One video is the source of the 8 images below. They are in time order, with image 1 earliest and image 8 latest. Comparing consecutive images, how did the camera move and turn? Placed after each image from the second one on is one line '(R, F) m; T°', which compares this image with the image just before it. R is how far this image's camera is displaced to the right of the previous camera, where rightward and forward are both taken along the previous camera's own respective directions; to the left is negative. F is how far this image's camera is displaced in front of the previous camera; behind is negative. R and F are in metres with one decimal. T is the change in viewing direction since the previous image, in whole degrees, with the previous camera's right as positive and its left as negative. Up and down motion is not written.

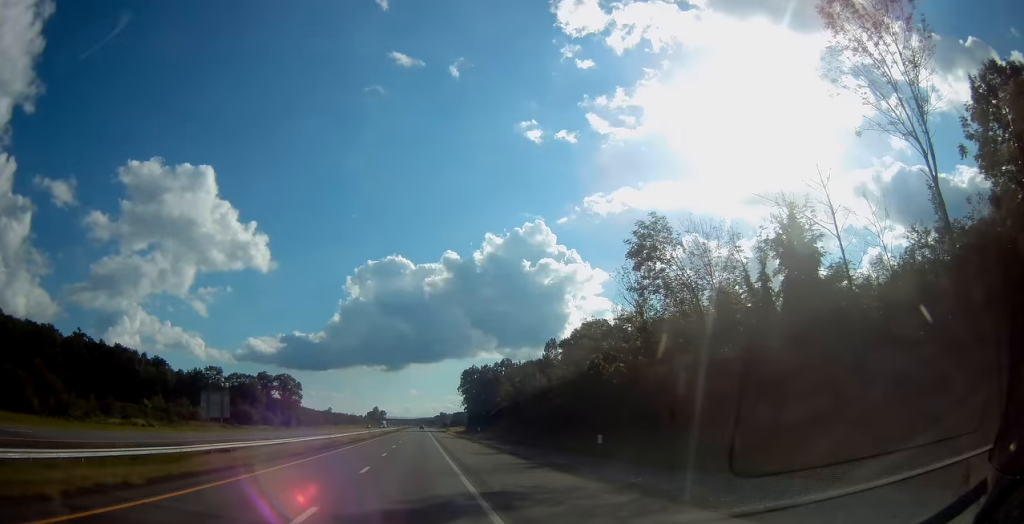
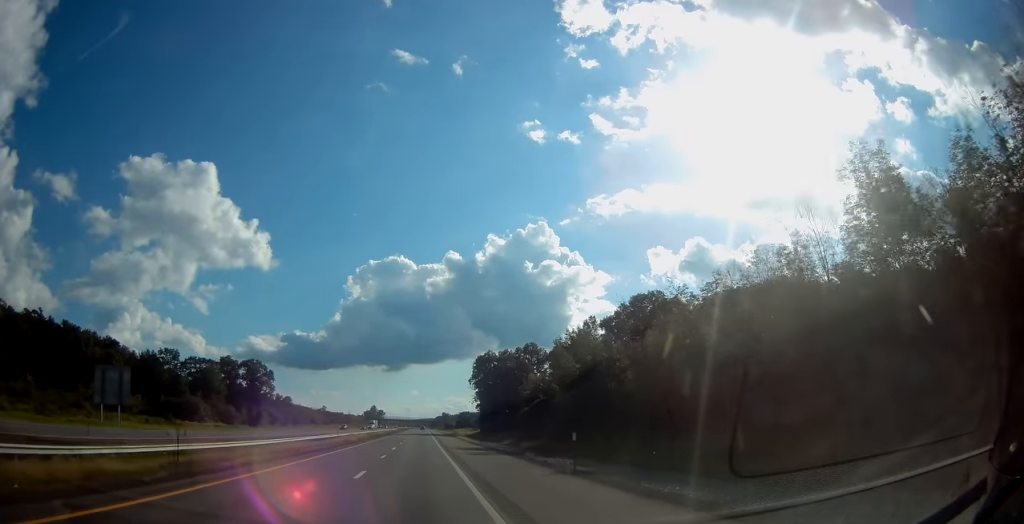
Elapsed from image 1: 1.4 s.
(+0.1, +39.3) m; -1°
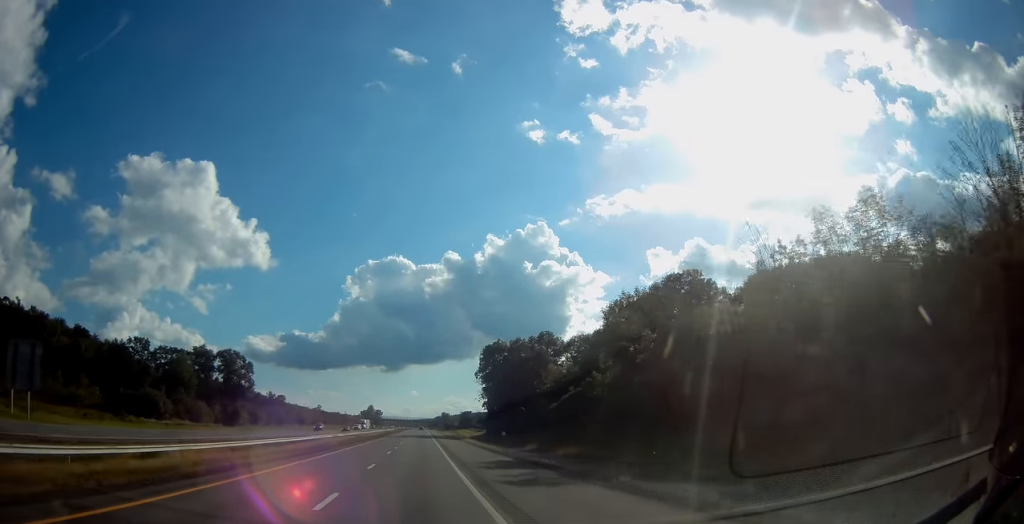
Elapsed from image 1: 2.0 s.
(-0.1, +19.2) m; 0°
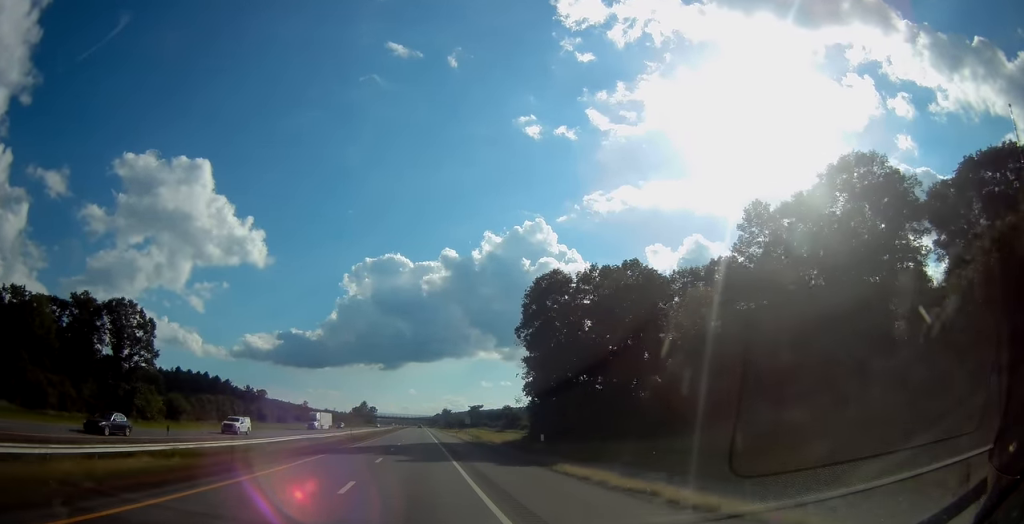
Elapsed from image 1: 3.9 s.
(+0.5, +54.7) m; +1°
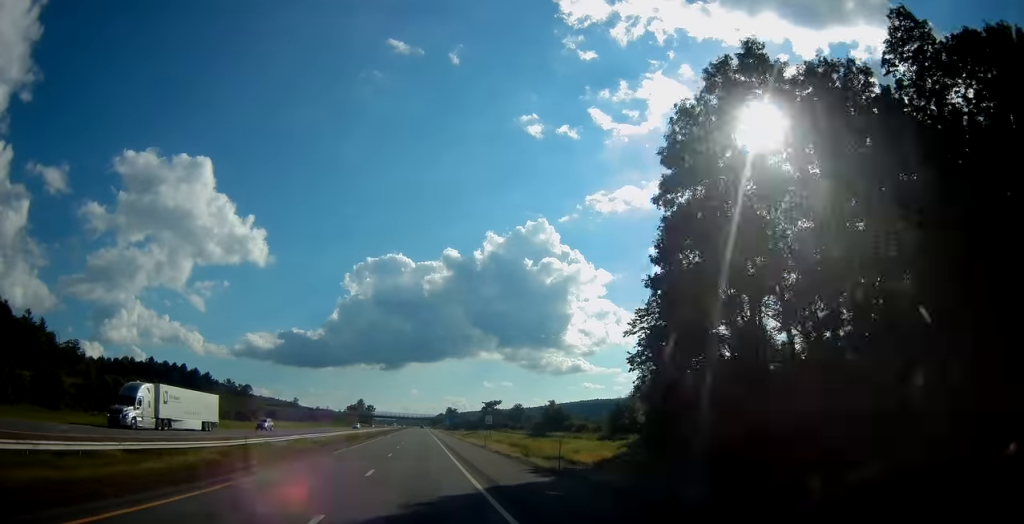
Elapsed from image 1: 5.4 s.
(-0.3, +43.4) m; -1°
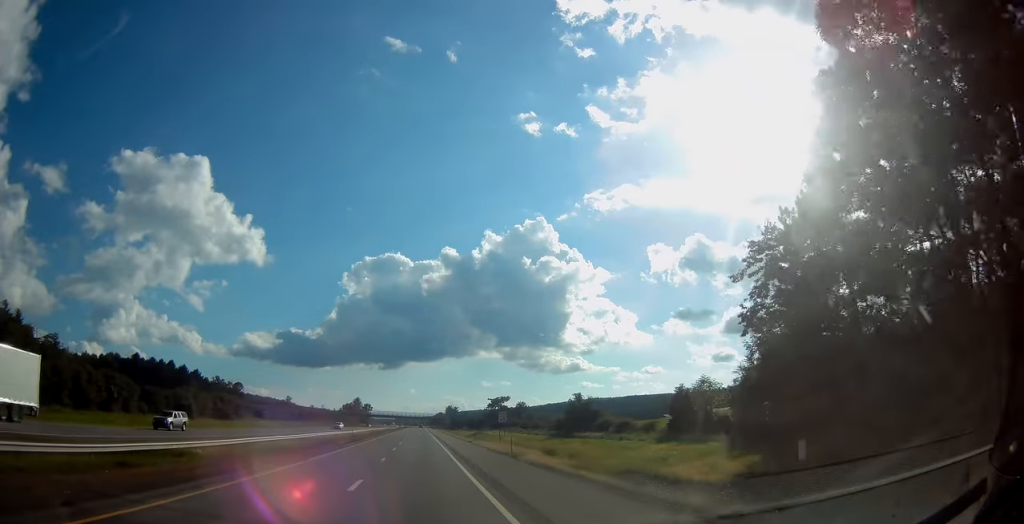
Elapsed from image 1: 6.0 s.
(0.0, +17.4) m; 0°
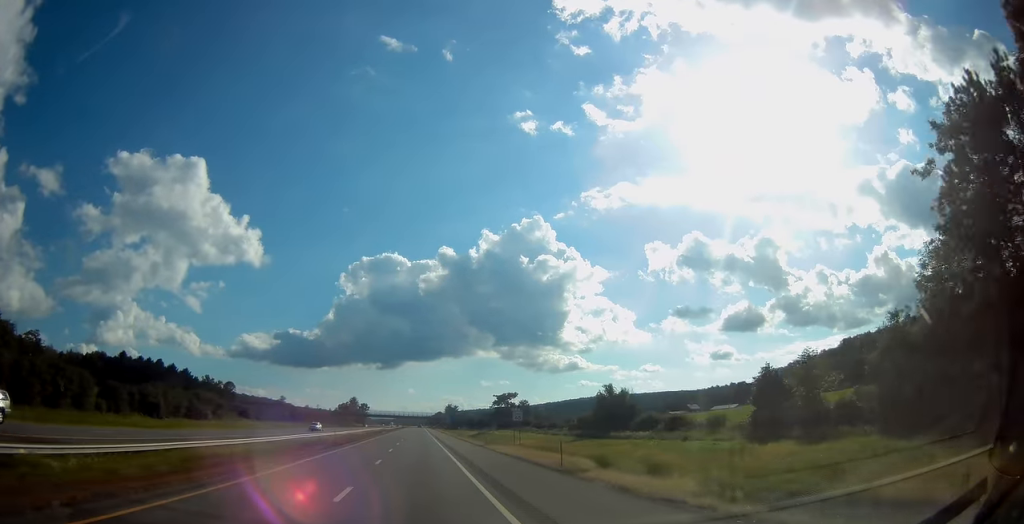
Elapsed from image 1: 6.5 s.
(-0.1, +14.5) m; 0°
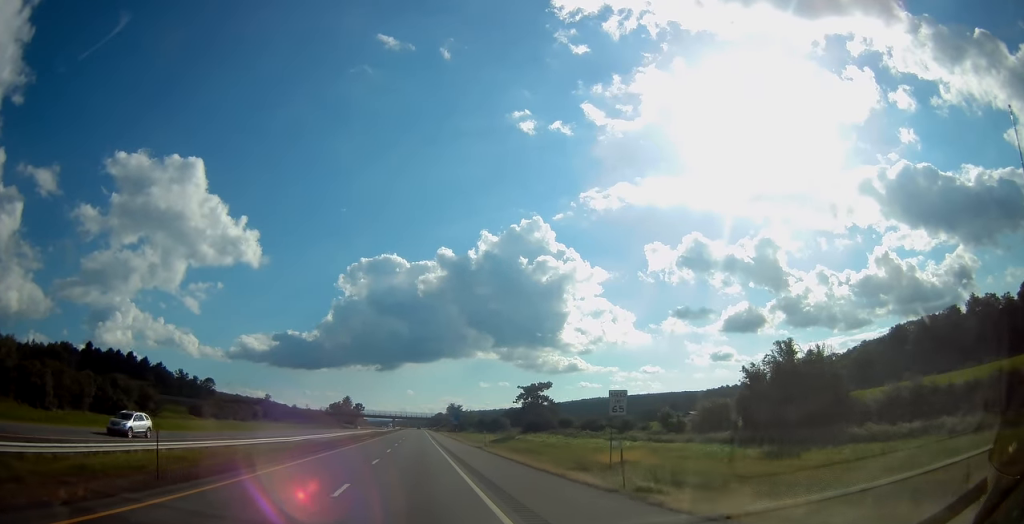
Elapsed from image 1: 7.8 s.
(+0.2, +35.7) m; +1°
